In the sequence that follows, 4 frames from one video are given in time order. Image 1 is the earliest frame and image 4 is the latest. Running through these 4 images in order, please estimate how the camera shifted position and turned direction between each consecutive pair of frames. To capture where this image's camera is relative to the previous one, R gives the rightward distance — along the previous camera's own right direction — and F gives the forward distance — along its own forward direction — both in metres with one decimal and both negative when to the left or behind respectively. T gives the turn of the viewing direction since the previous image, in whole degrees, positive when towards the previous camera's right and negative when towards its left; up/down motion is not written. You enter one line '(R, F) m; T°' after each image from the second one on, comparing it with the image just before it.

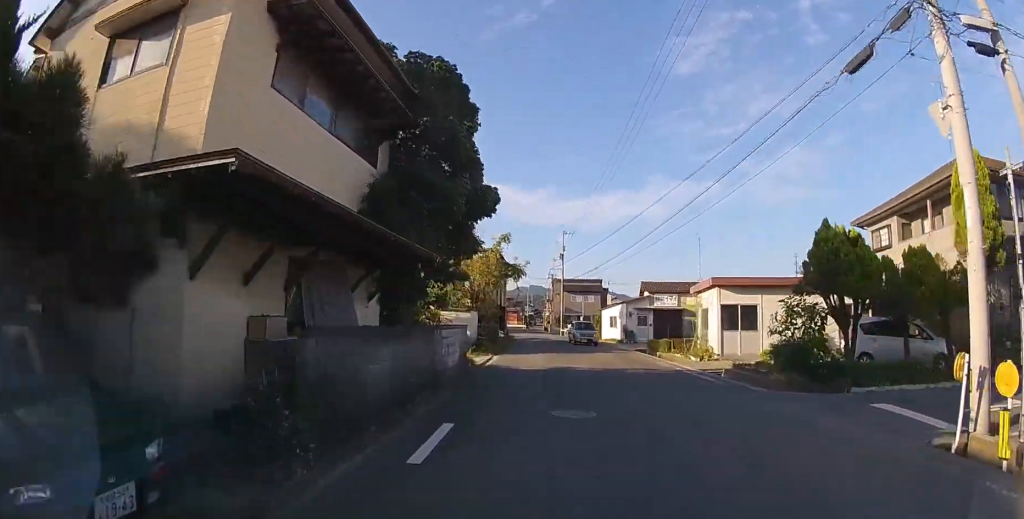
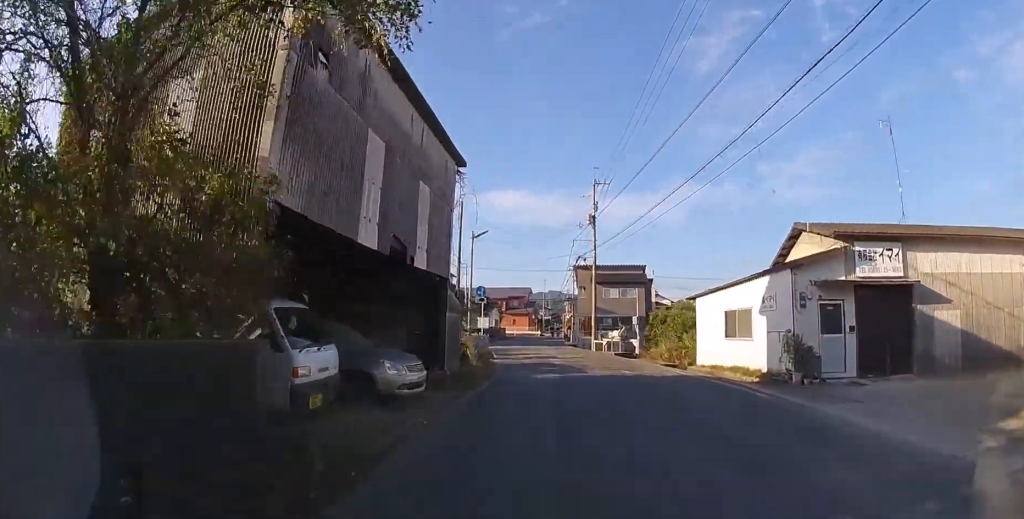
(-0.5, +24.1) m; -3°
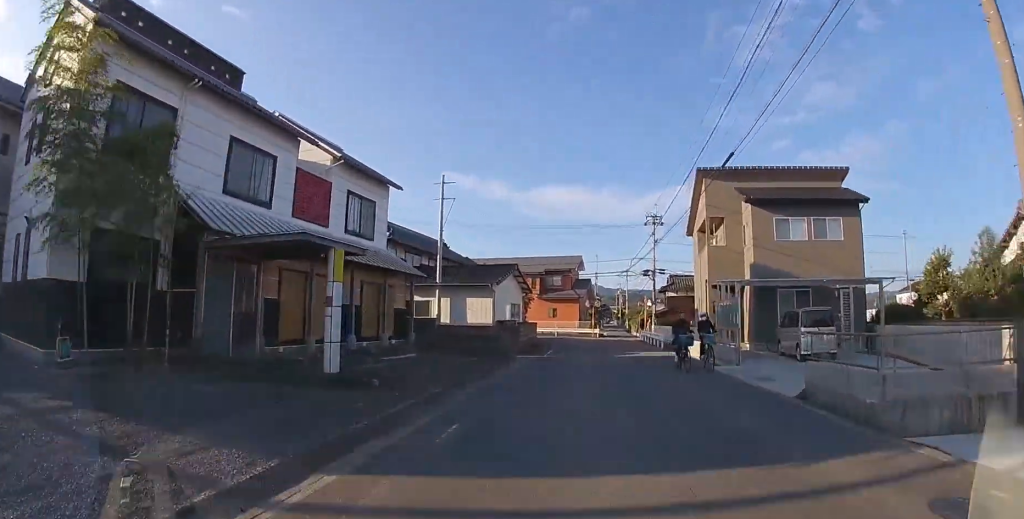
(-1.6, +32.9) m; -3°
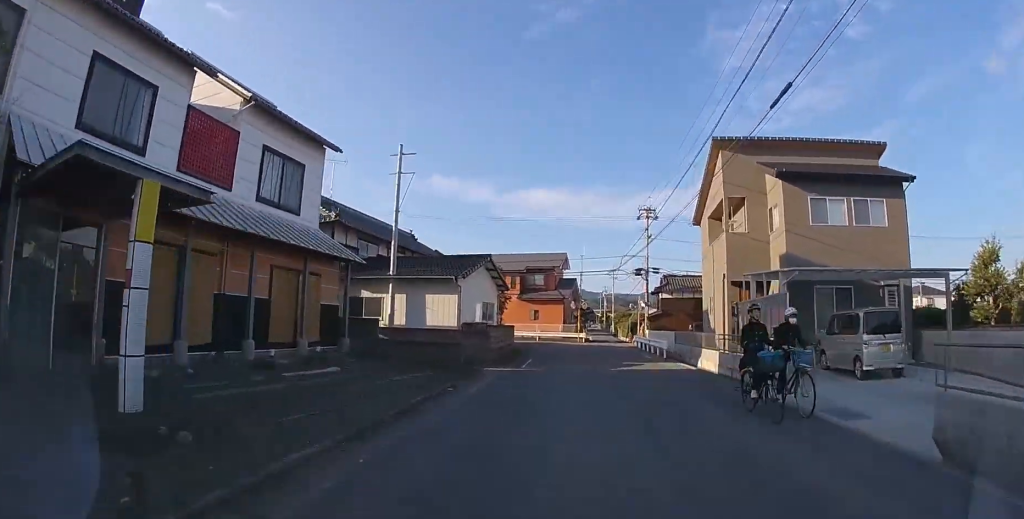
(0.0, +4.5) m; +1°
